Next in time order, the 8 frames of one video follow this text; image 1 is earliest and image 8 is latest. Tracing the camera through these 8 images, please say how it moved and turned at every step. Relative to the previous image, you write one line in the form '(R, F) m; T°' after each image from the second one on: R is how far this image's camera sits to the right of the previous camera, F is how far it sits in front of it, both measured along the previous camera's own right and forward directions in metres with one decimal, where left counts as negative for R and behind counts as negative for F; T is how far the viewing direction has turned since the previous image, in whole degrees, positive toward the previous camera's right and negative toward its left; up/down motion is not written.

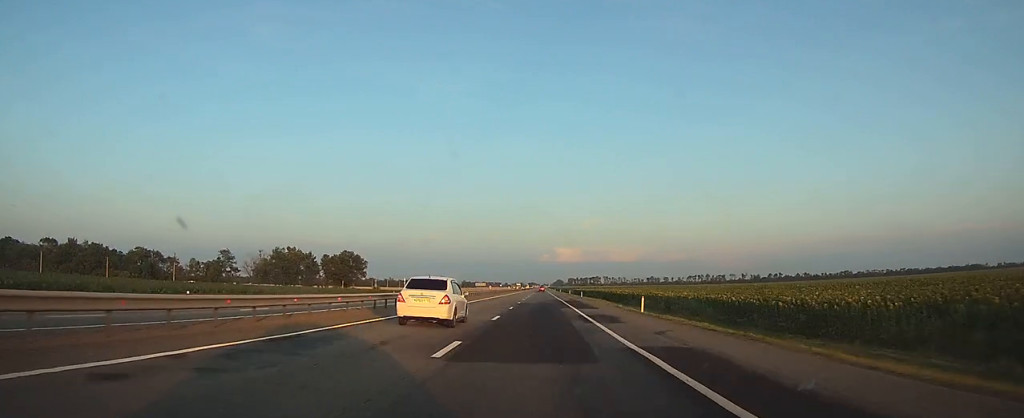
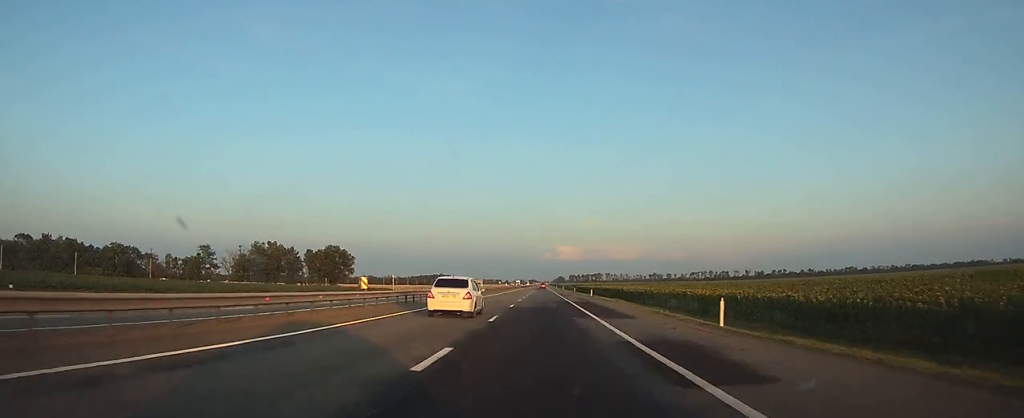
(0.0, +14.0) m; 0°
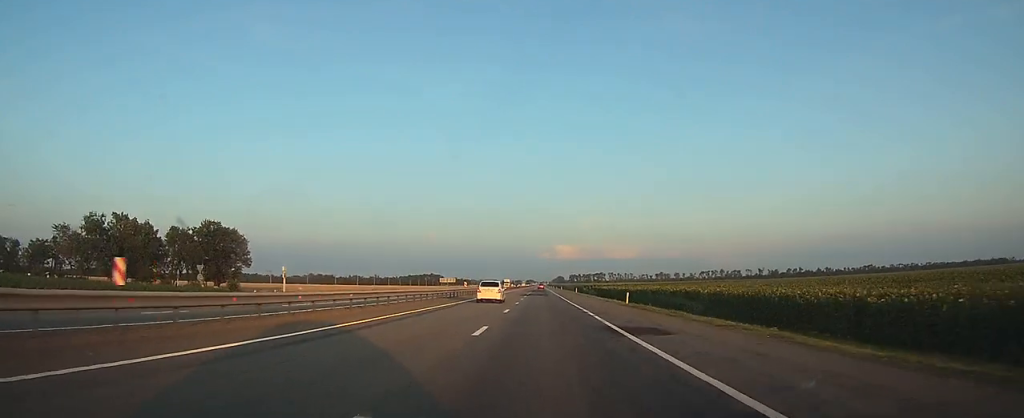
(-0.1, +65.4) m; 0°
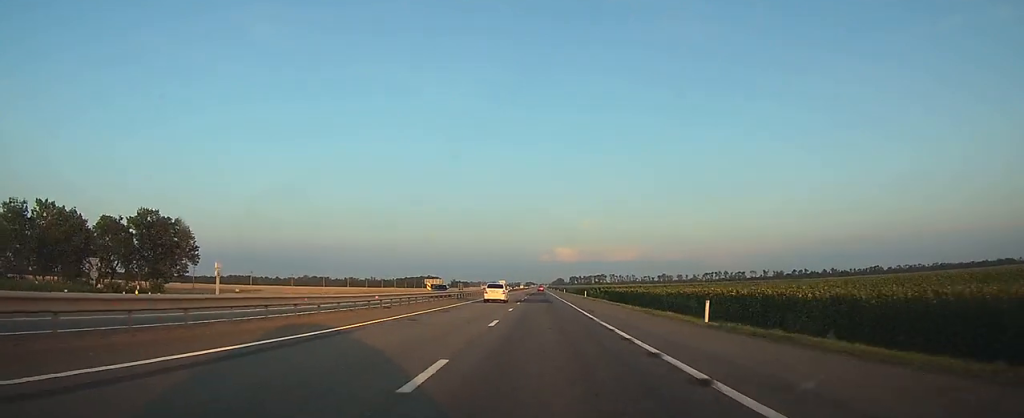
(0.0, +19.4) m; 0°
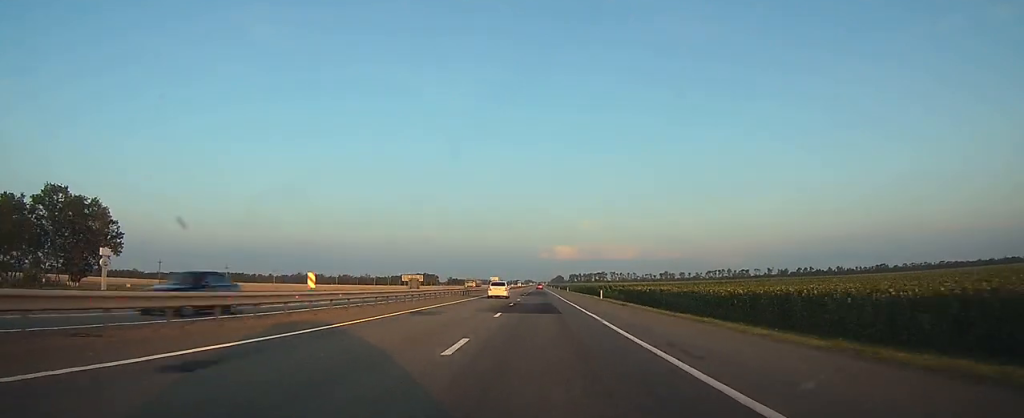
(0.0, +20.5) m; 0°
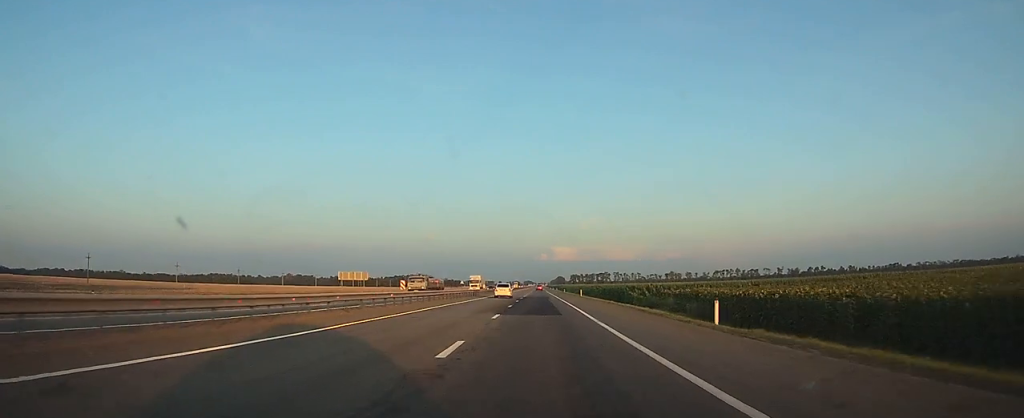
(+0.1, +35.8) m; 0°
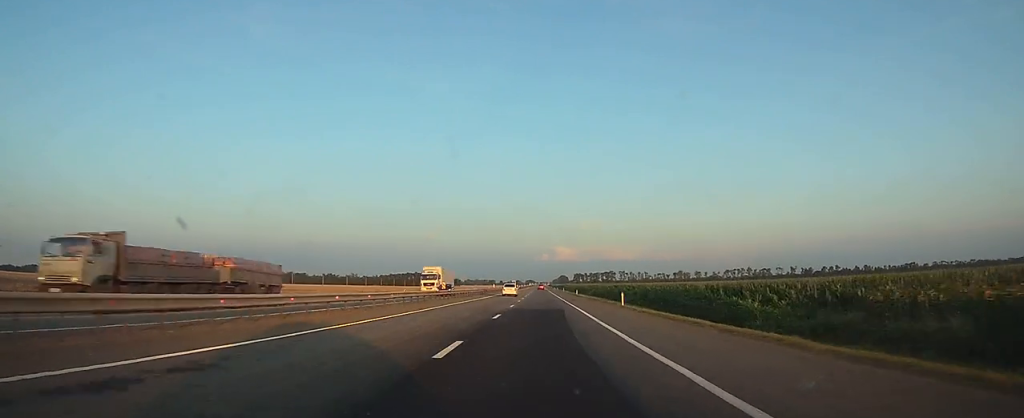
(0.0, +35.9) m; 0°
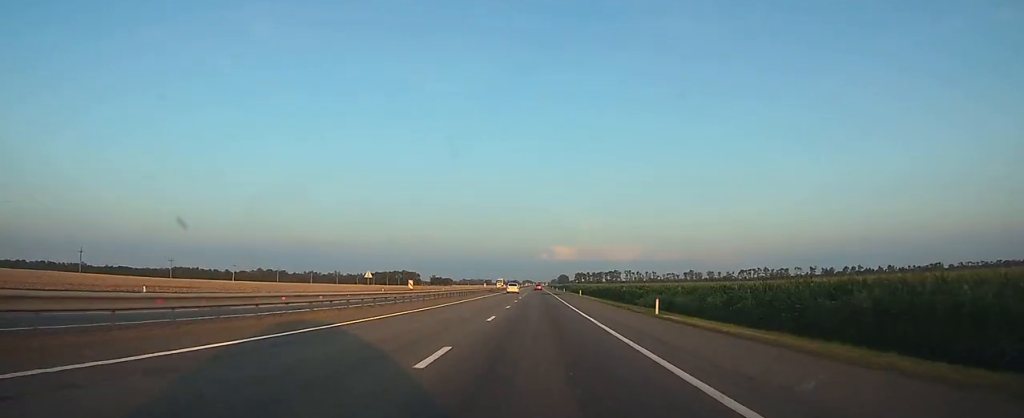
(0.0, +61.4) m; 0°
